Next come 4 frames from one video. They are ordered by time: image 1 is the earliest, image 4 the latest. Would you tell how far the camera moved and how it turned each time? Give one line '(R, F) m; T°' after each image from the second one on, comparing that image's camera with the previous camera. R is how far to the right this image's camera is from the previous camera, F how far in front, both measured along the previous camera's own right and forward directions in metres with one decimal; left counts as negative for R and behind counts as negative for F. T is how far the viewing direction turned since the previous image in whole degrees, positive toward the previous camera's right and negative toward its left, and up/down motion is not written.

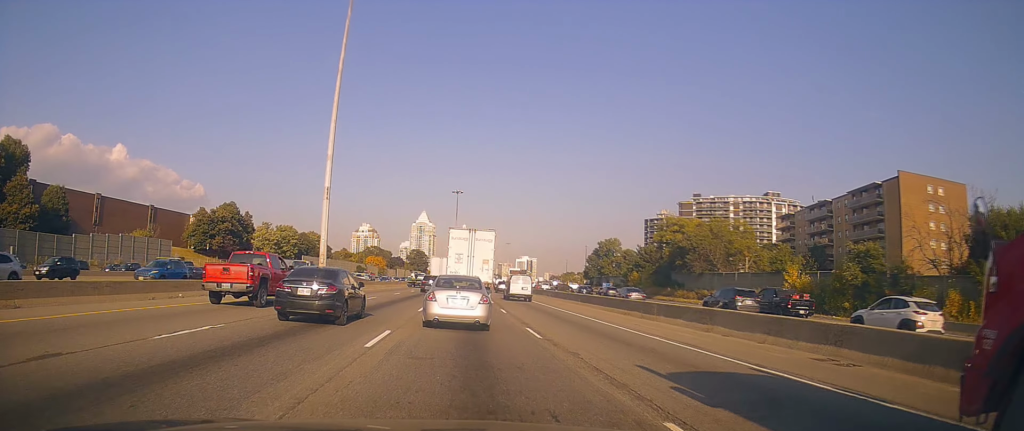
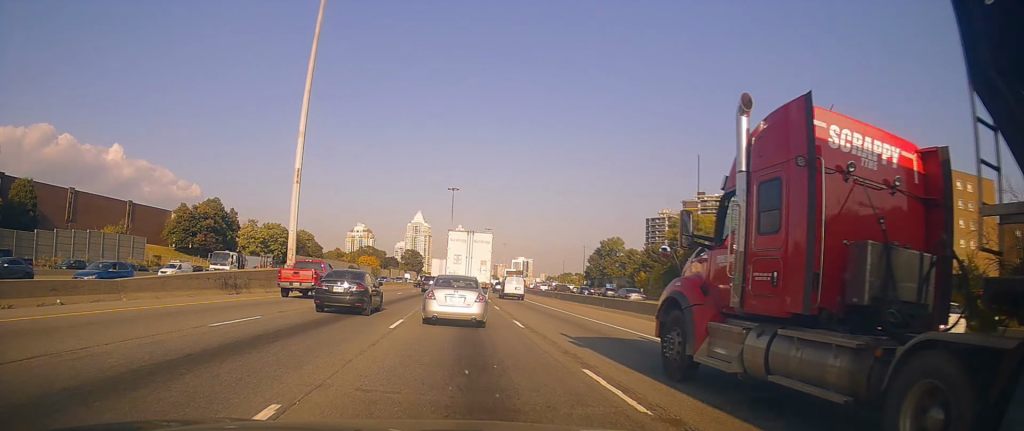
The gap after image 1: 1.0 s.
(+0.3, +8.0) m; +3°
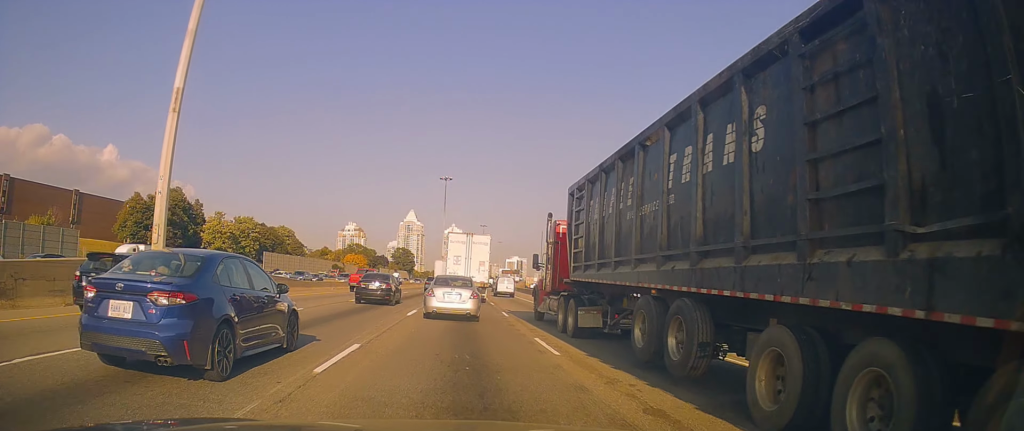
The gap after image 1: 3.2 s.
(-0.8, +18.5) m; -4°
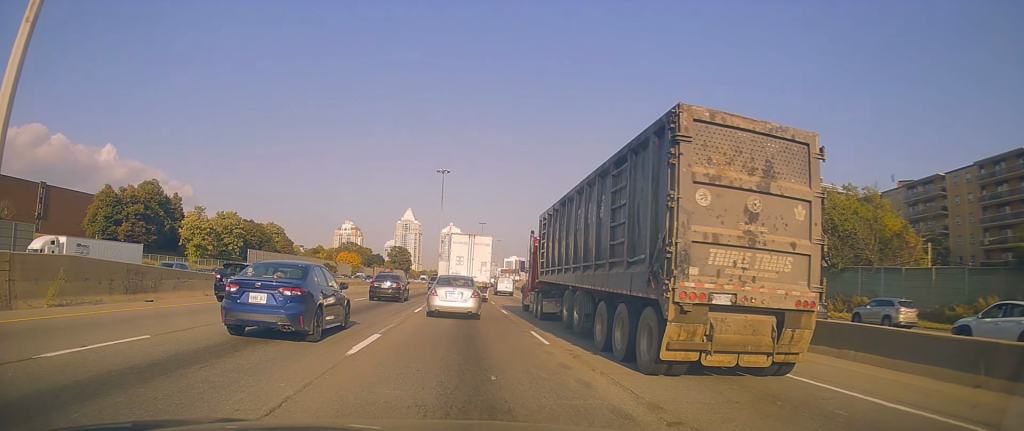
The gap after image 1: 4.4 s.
(+0.4, +10.3) m; +3°
